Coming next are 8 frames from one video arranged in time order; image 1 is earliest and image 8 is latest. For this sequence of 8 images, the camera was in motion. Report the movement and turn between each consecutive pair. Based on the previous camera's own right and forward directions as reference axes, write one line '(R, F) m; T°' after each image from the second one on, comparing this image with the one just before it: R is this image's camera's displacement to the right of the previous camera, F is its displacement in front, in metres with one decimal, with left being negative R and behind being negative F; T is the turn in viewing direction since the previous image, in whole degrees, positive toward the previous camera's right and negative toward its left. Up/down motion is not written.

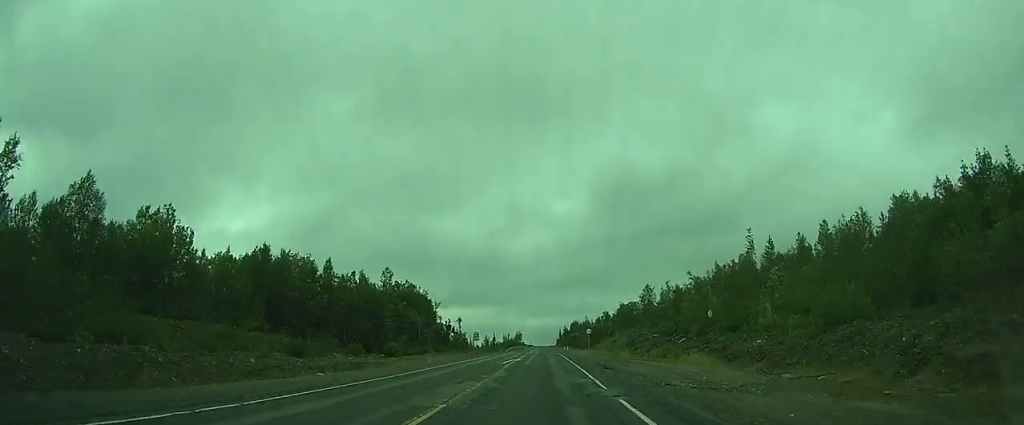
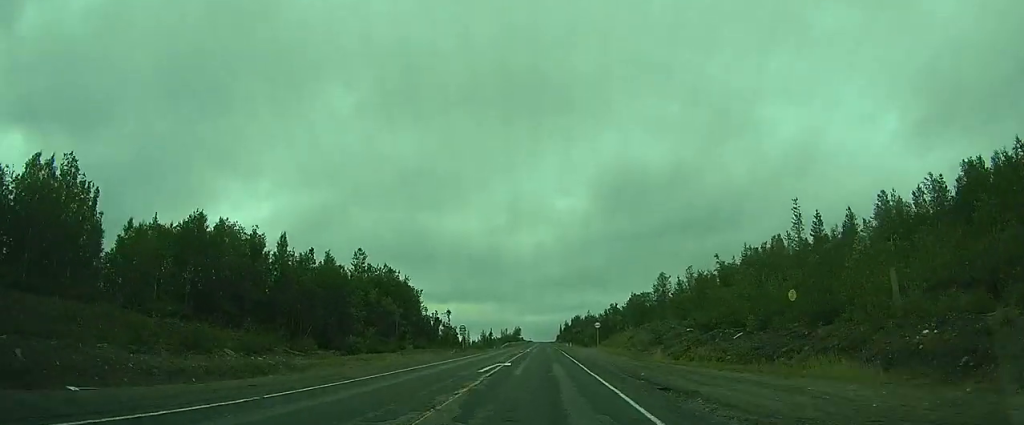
(0.0, +13.3) m; 0°
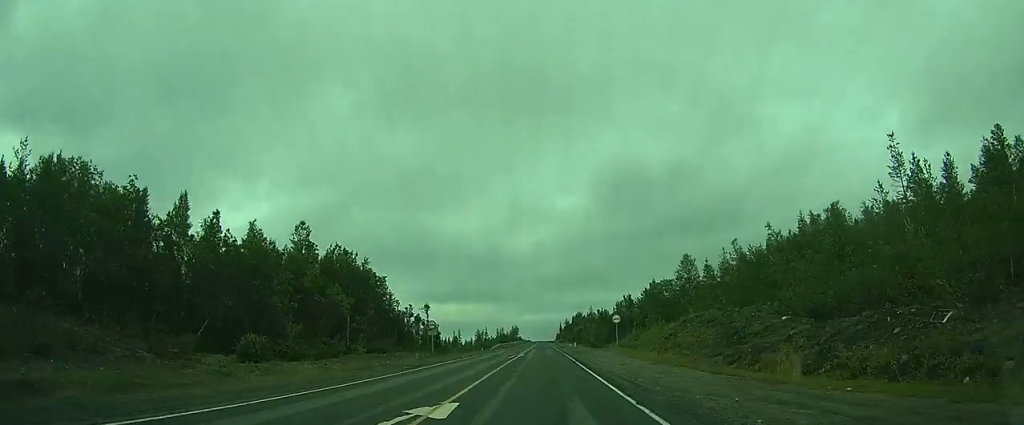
(0.0, +17.9) m; 0°
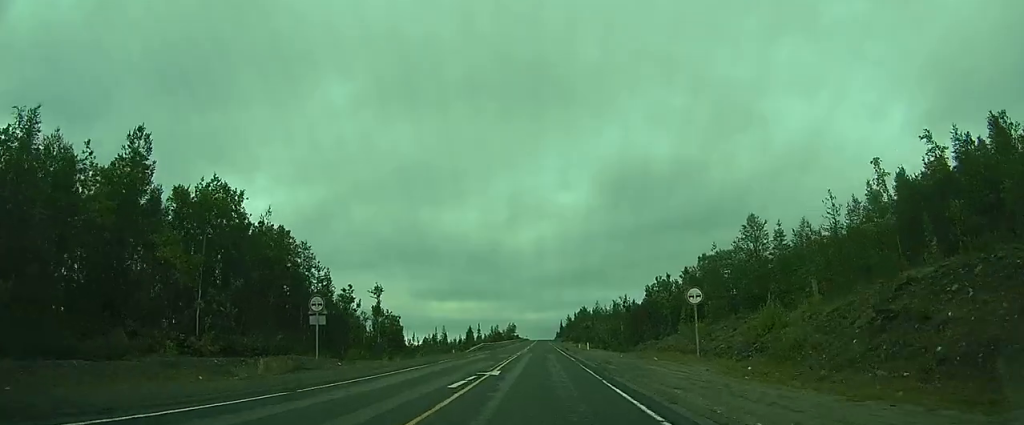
(+0.1, +24.8) m; 0°
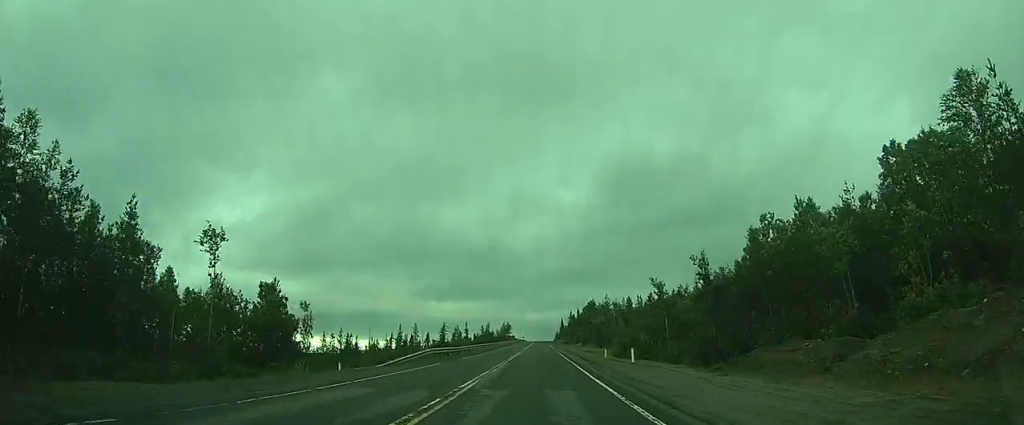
(+0.1, +30.1) m; 0°
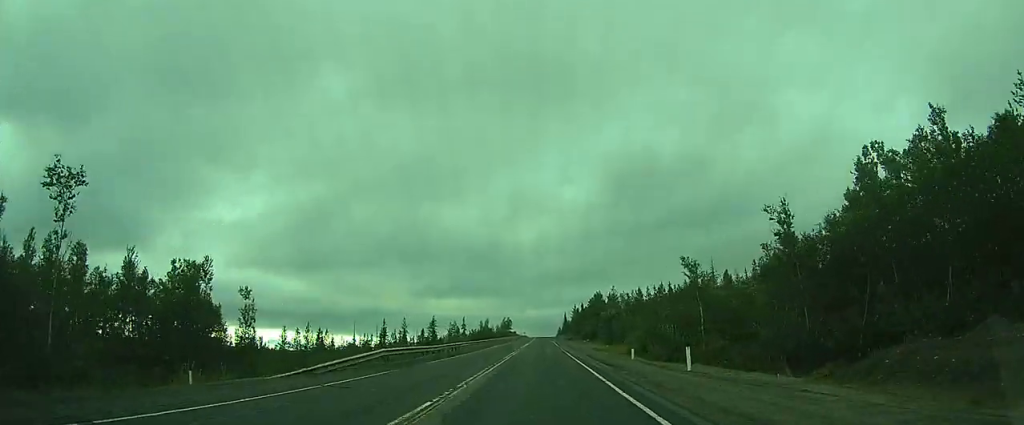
(0.0, +10.8) m; 0°
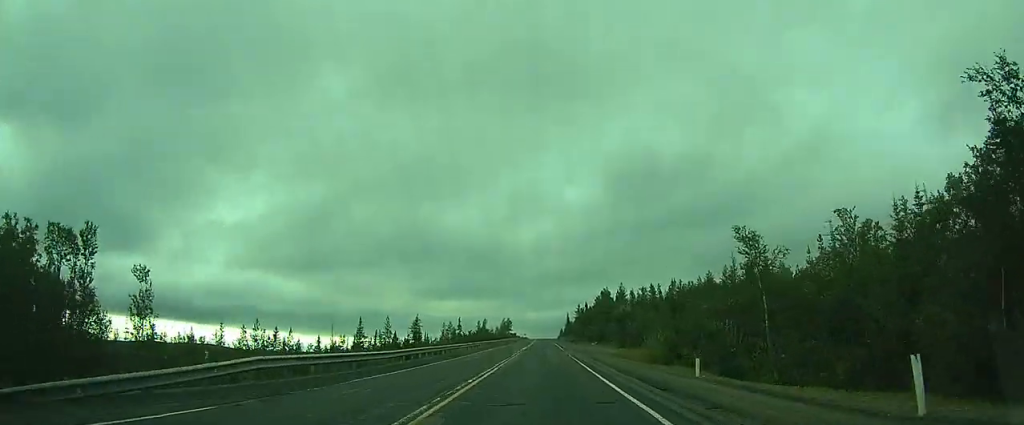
(0.0, +11.5) m; 0°
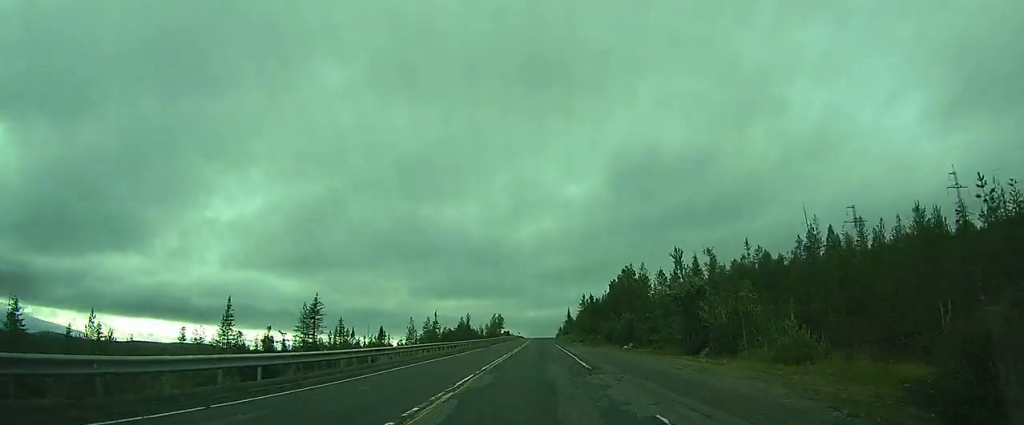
(0.0, +30.8) m; 0°
